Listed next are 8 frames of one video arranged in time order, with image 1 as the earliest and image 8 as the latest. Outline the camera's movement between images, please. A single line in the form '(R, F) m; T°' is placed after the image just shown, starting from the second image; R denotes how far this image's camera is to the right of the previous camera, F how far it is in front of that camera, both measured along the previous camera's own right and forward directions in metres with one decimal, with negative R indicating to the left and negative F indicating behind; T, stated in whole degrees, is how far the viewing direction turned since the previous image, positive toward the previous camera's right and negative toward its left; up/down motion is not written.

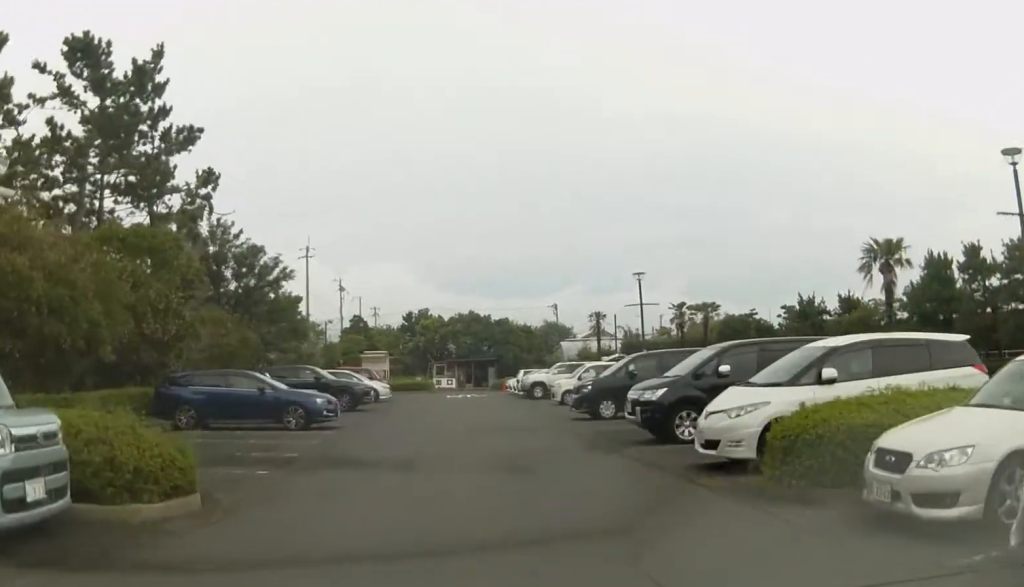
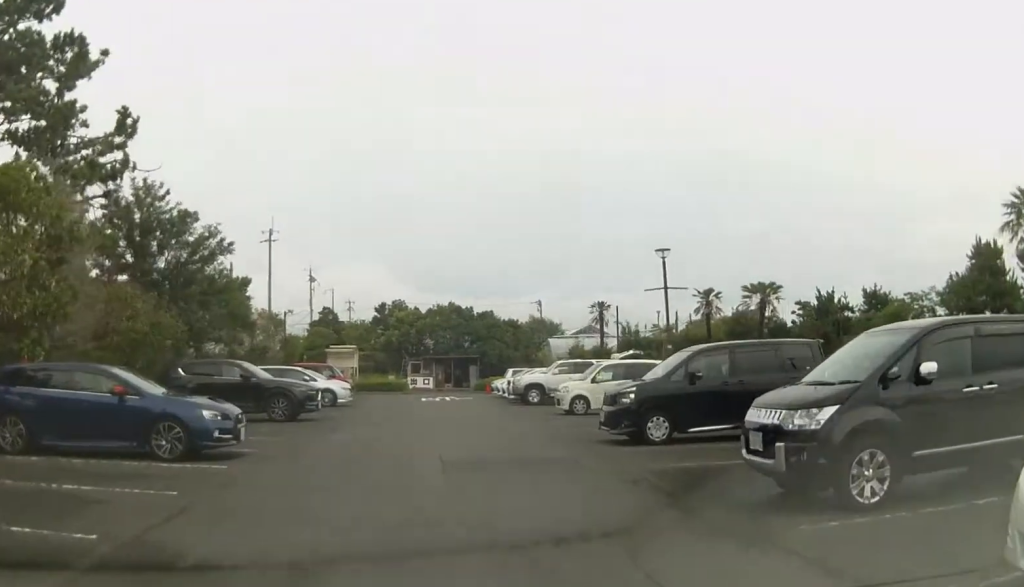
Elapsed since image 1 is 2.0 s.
(-0.3, +8.2) m; -3°
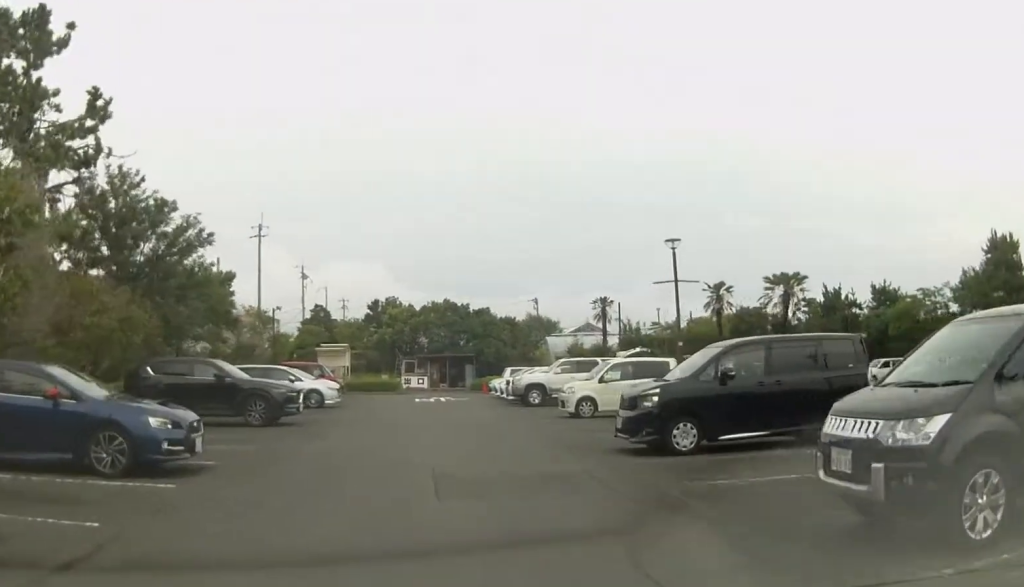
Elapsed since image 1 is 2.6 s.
(-0.3, +2.2) m; +3°
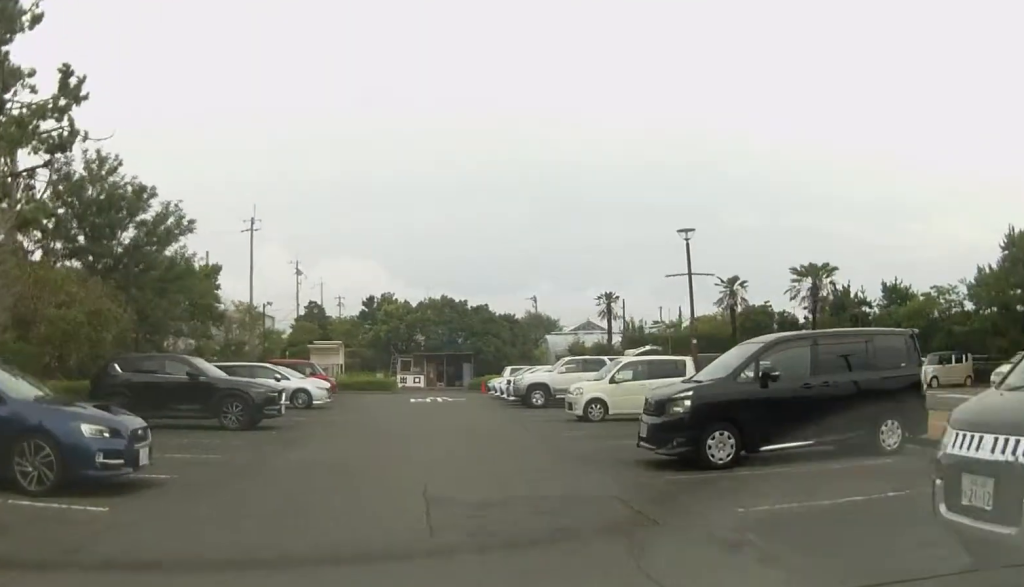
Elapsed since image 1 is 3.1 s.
(+0.4, +2.0) m; 0°
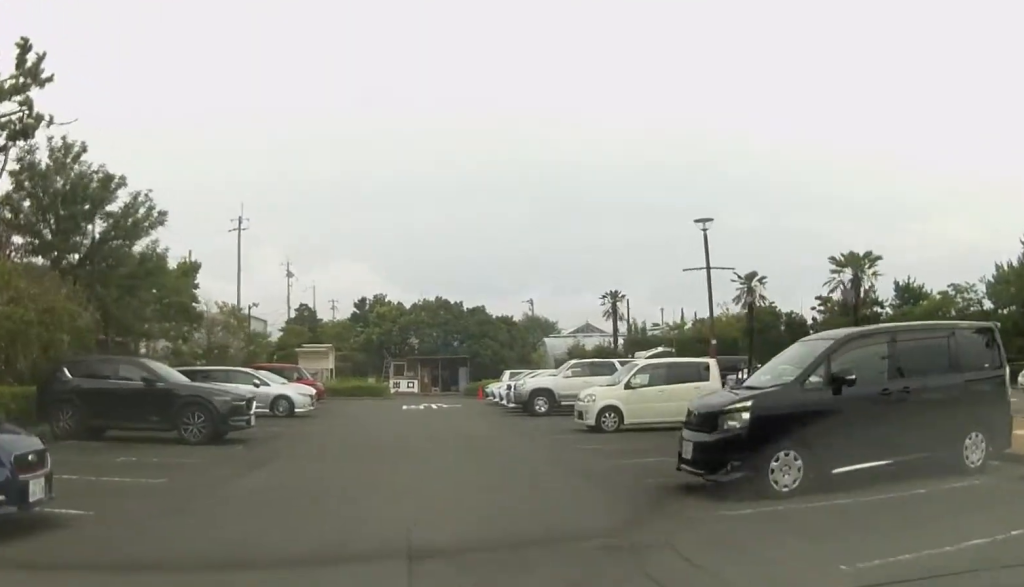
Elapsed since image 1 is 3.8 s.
(+0.2, +2.5) m; 0°
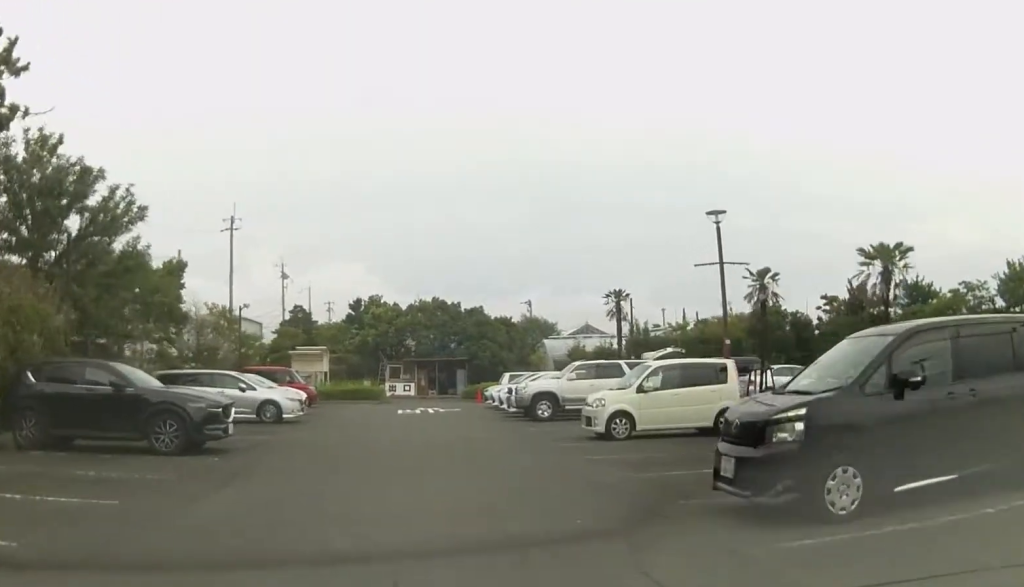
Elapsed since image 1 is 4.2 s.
(-0.3, +1.5) m; 0°
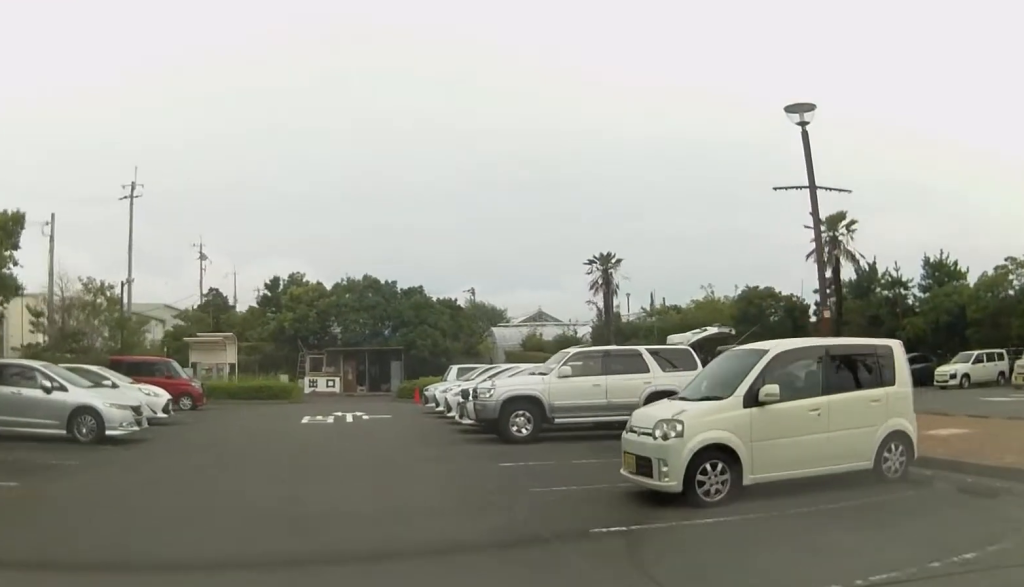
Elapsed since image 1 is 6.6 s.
(+0.4, +9.4) m; +5°
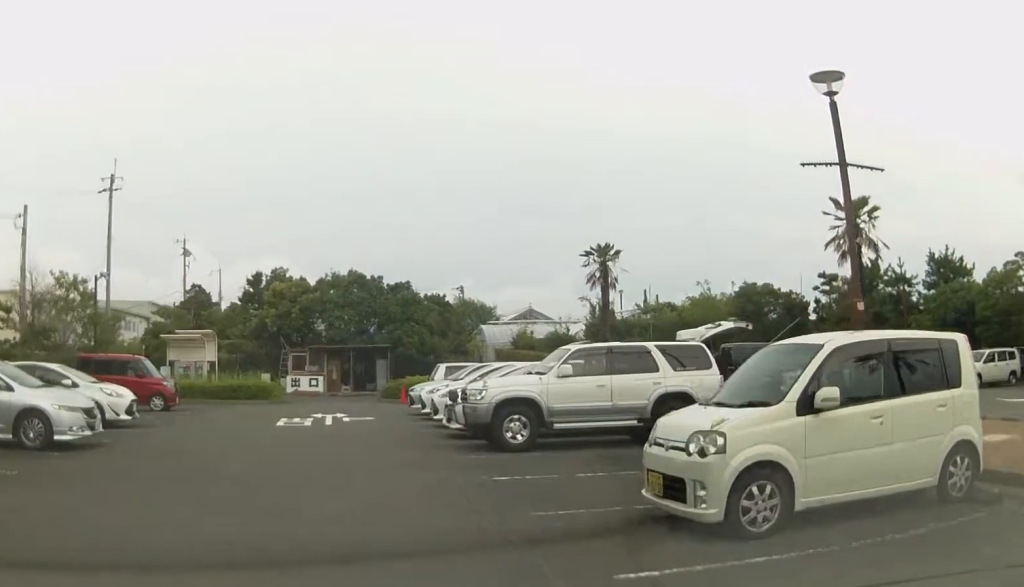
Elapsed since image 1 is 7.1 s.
(+0.2, +1.7) m; 0°
